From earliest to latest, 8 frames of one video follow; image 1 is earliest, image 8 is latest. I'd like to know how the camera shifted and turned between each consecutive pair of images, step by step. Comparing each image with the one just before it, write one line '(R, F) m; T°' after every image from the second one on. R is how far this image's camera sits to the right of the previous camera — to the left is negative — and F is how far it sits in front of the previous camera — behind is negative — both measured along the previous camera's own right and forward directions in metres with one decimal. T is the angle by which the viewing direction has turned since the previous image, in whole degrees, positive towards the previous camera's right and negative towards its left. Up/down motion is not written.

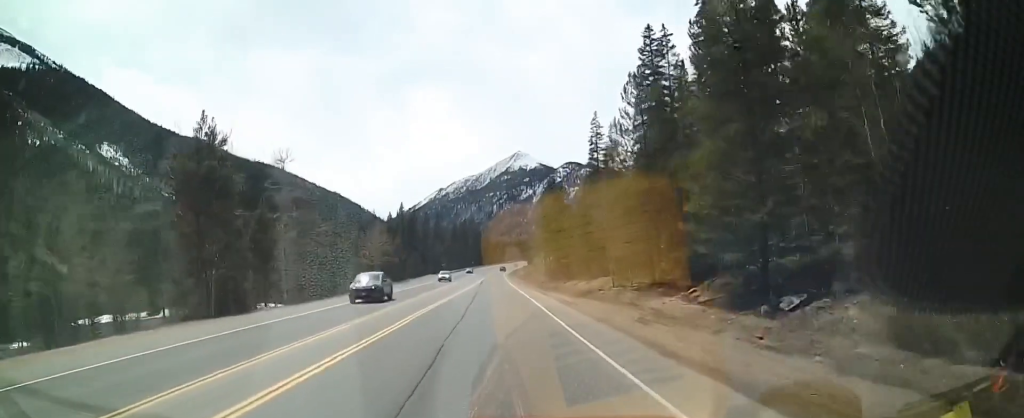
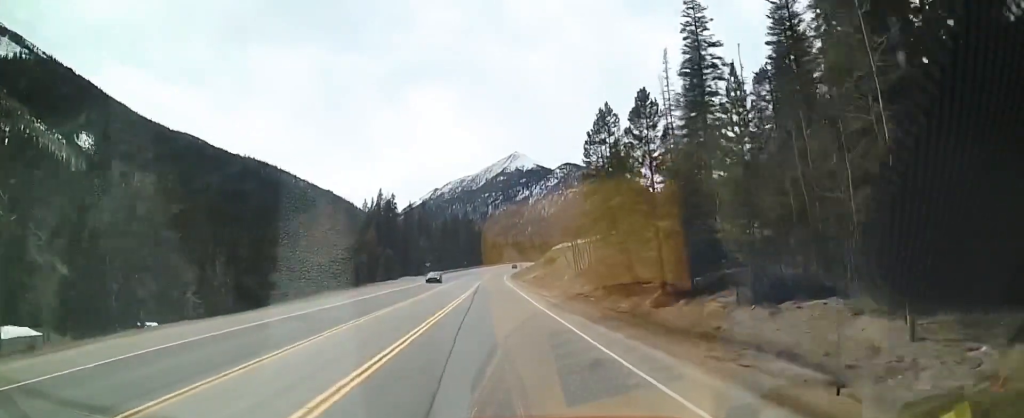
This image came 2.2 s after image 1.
(-1.2, +33.5) m; 0°
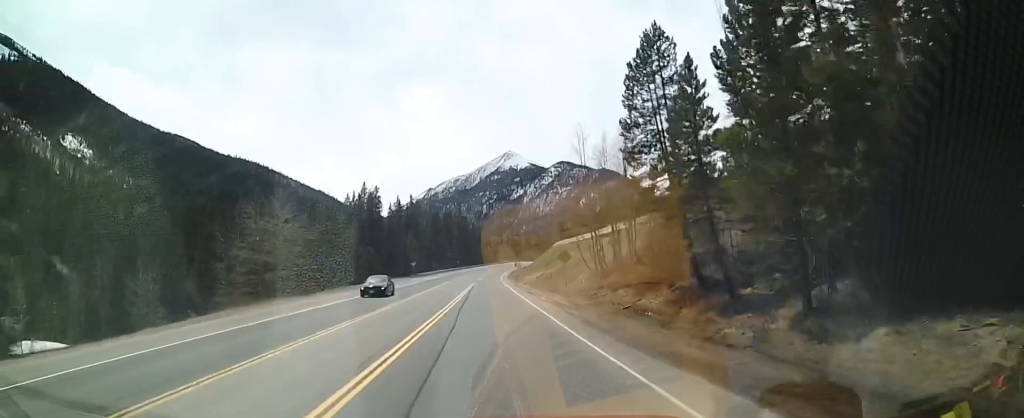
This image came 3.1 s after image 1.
(+0.4, +13.9) m; +3°
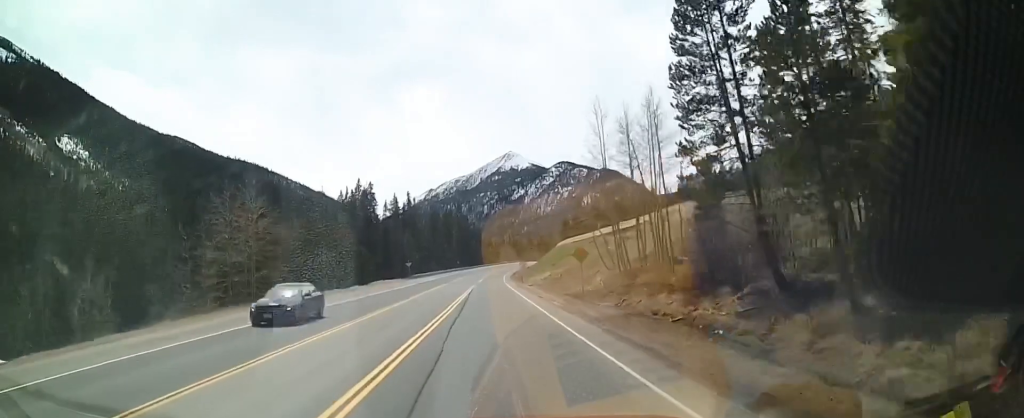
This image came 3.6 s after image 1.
(+0.2, +7.5) m; 0°
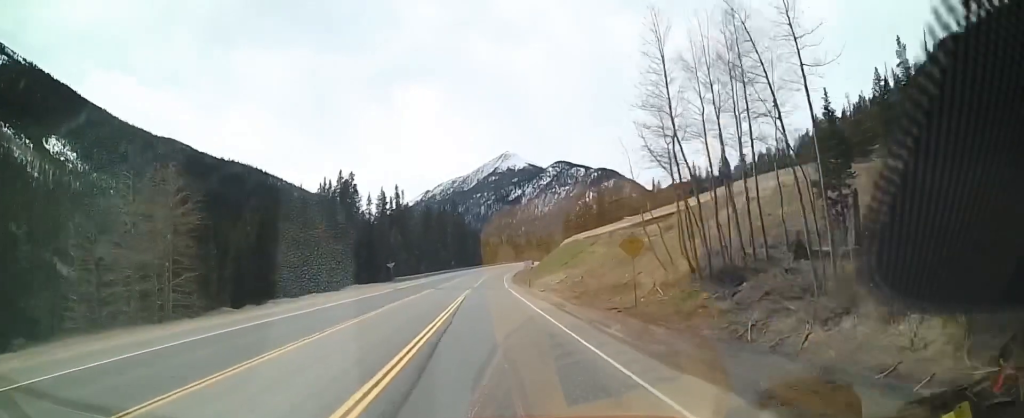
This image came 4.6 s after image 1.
(0.0, +15.2) m; -1°
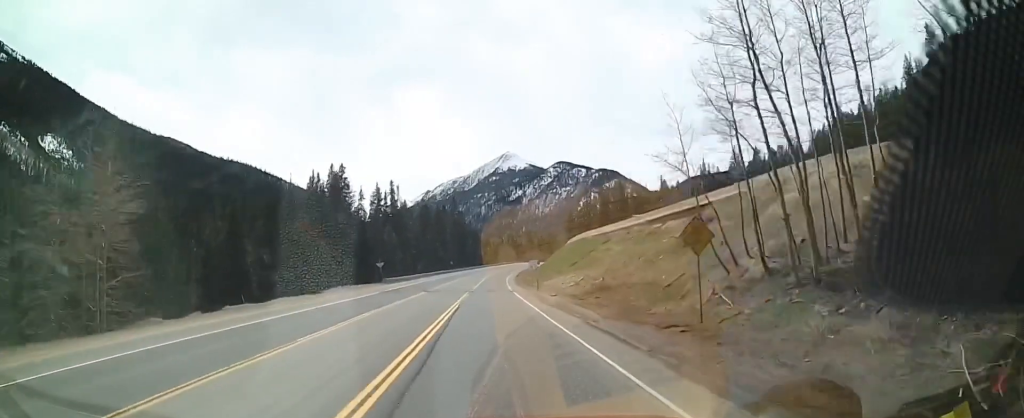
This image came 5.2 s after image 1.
(0.0, +8.0) m; -1°
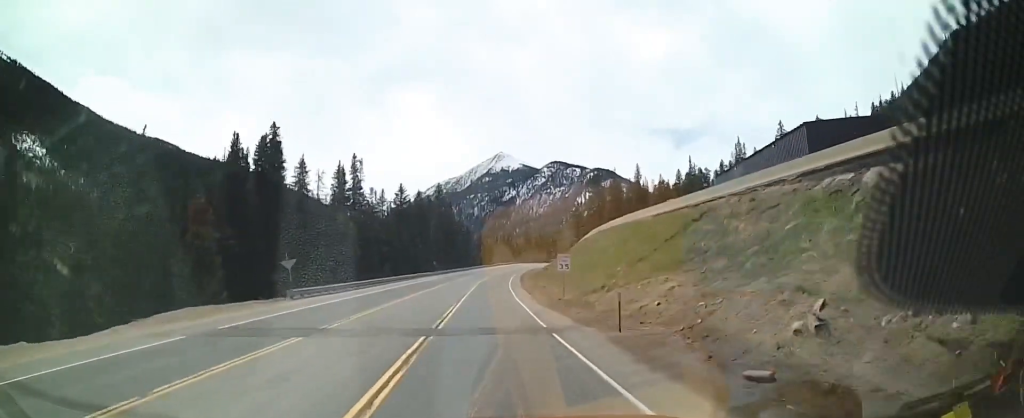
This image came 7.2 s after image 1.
(-0.2, +30.6) m; +1°
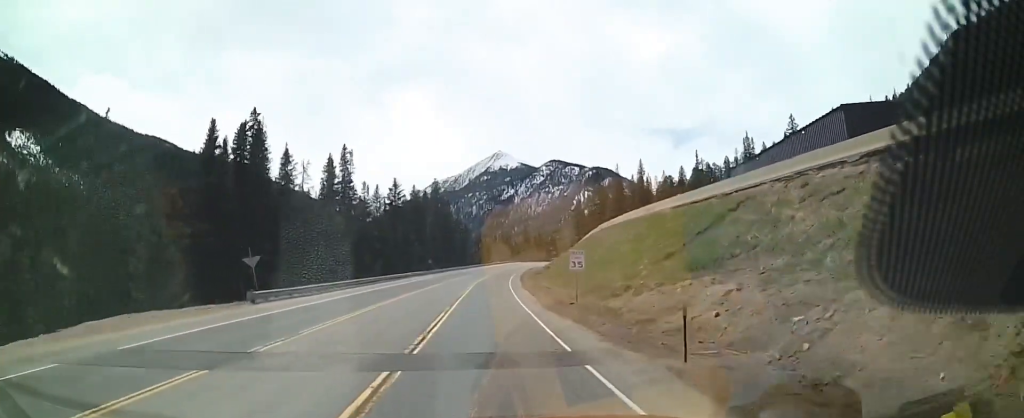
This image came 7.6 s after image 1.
(0.0, +5.9) m; +1°
